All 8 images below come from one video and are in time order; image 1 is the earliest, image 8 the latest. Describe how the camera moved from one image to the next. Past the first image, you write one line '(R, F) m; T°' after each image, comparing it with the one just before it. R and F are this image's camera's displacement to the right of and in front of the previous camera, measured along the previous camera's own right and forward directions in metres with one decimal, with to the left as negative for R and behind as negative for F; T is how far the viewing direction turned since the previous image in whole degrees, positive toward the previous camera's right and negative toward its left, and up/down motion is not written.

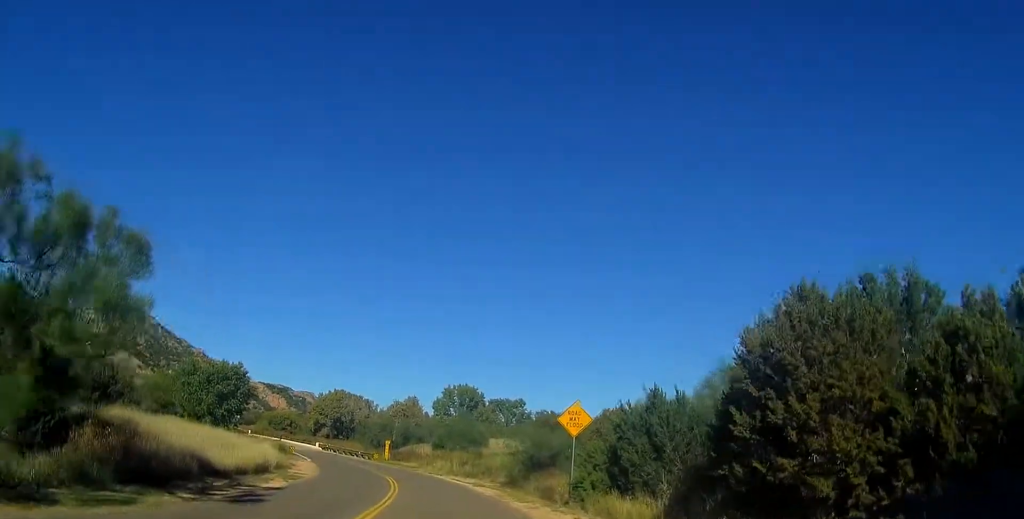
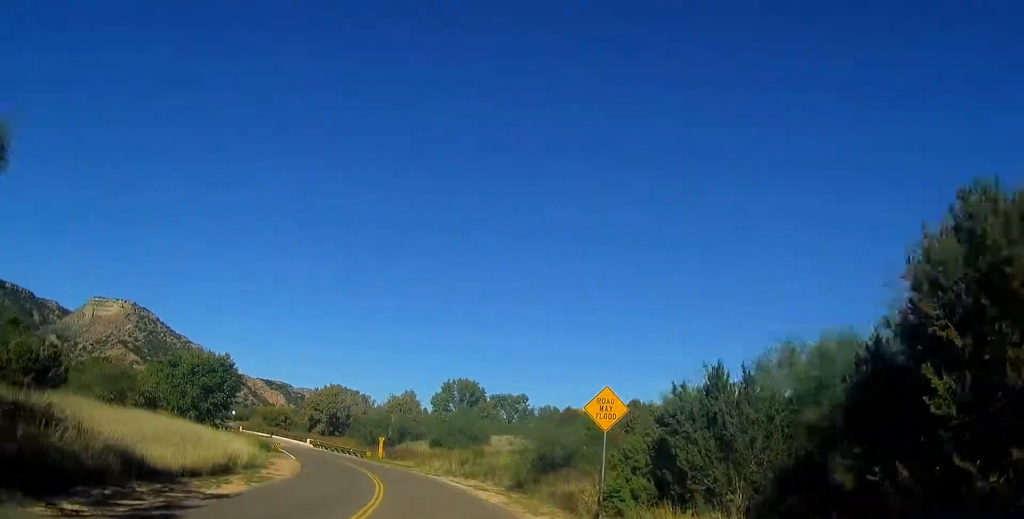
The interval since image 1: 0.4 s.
(-0.1, +5.1) m; -1°
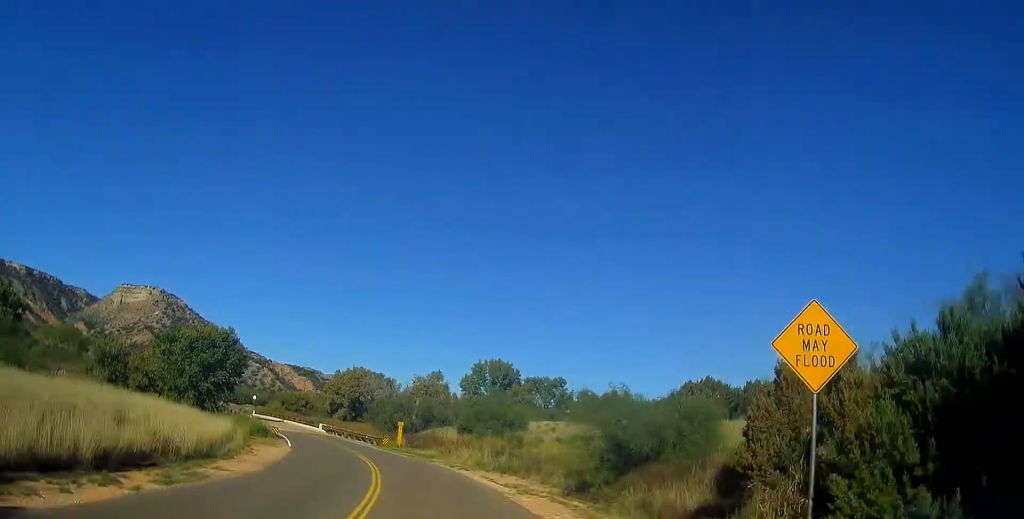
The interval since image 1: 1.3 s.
(-0.1, +9.7) m; -2°
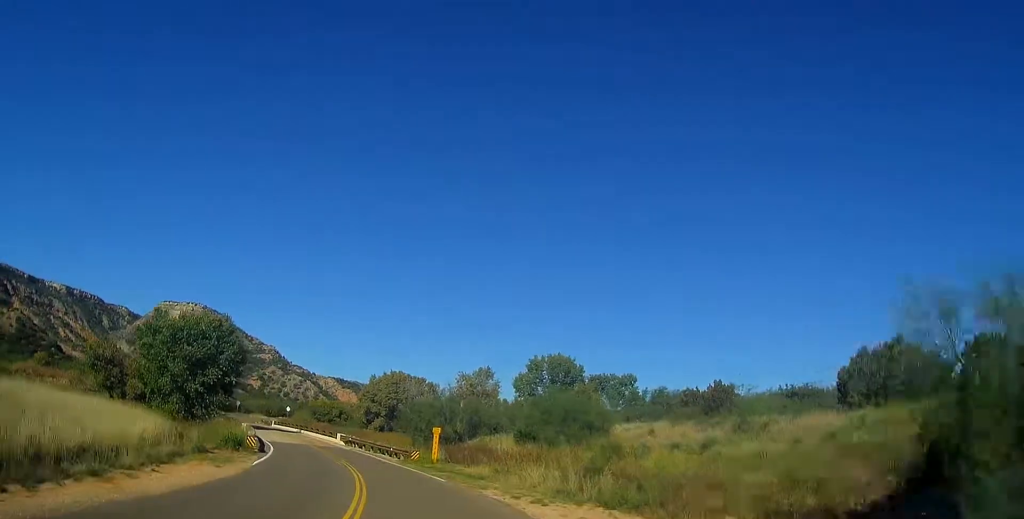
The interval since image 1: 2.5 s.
(-0.5, +14.8) m; -5°
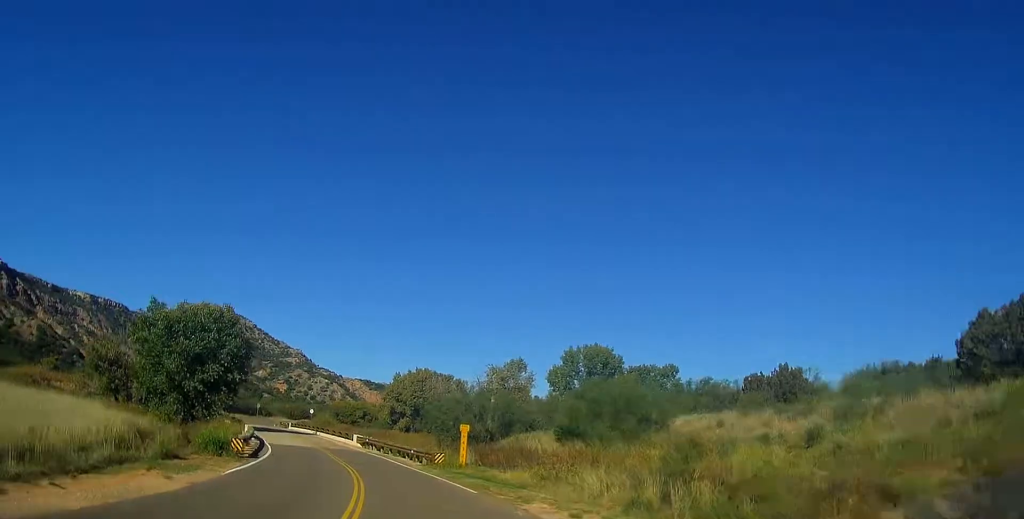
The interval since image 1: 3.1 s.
(+0.1, +6.3) m; -3°
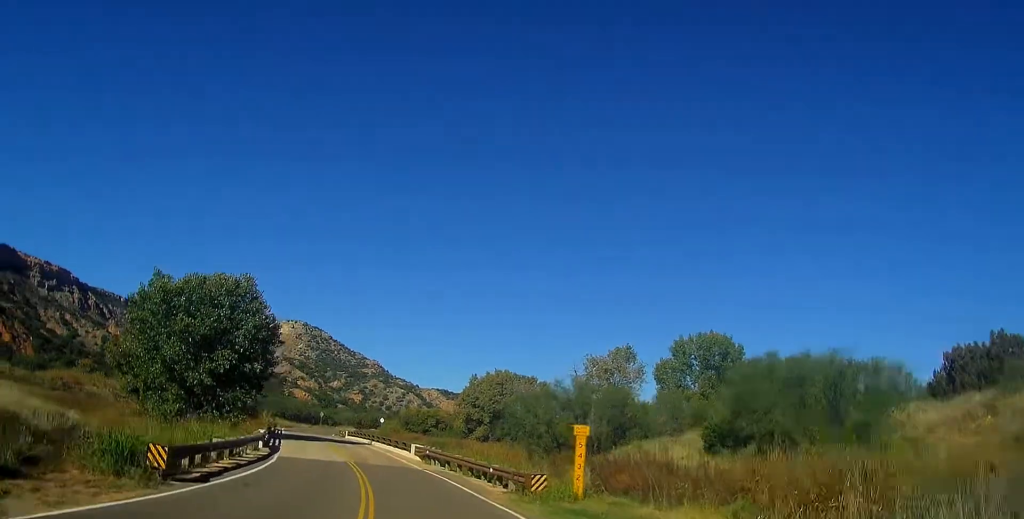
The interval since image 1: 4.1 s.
(-0.9, +13.1) m; -7°
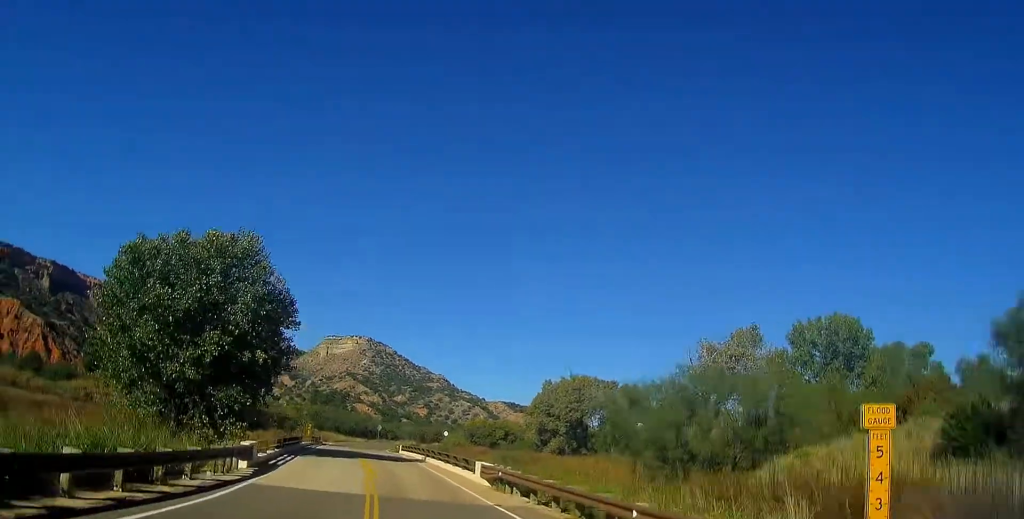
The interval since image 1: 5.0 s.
(-0.3, +11.0) m; -6°
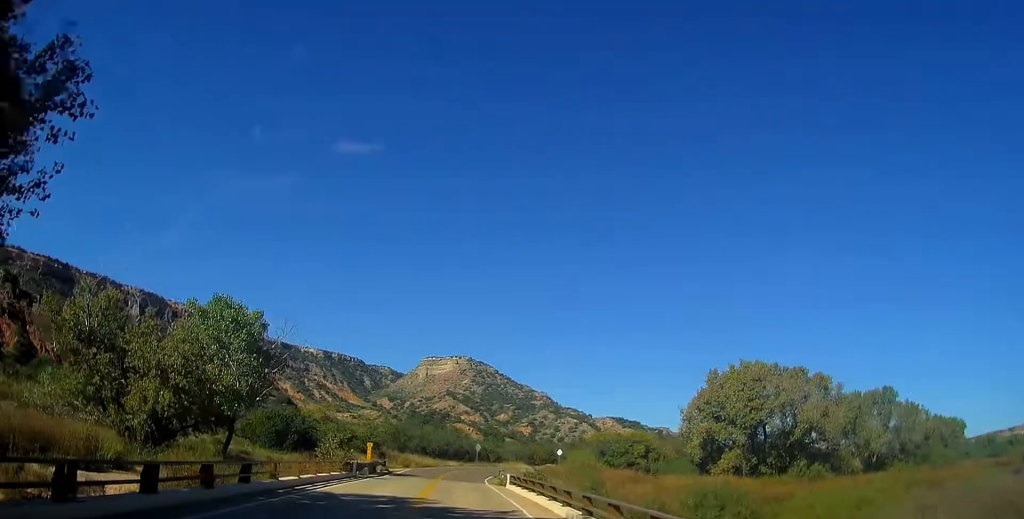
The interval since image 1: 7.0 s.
(-2.6, +26.9) m; -8°
